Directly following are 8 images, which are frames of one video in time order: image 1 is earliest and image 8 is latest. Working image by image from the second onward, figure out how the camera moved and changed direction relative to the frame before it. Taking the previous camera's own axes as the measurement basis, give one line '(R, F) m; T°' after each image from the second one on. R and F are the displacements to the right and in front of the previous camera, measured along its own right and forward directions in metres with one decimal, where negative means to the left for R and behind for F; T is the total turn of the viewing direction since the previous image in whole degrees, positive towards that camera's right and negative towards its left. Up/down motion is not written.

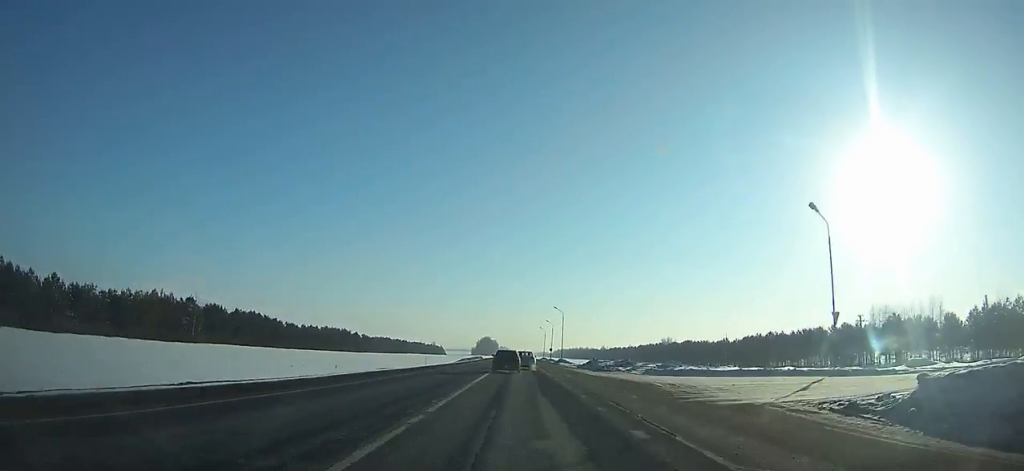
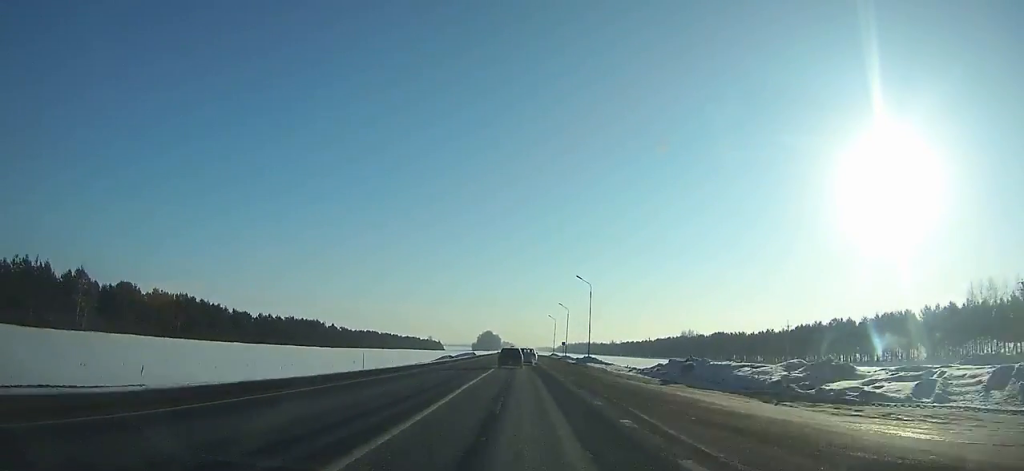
(0.0, +35.4) m; 0°
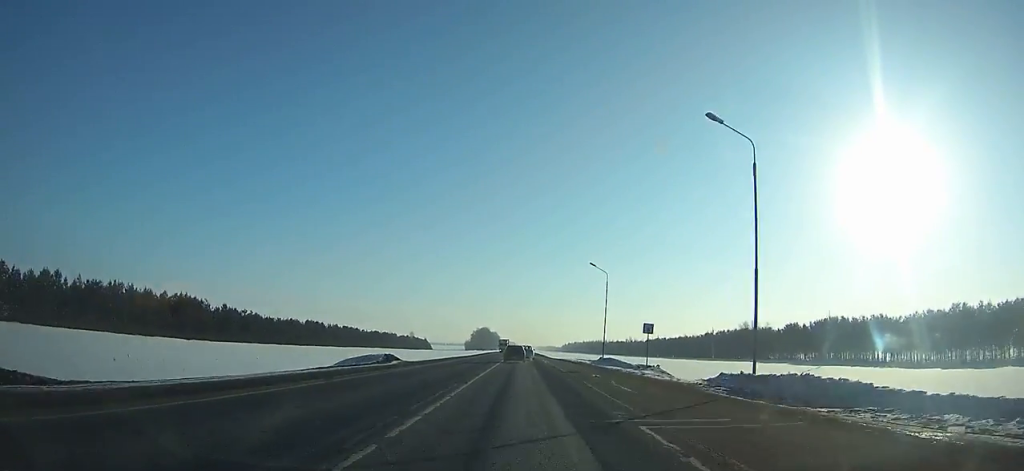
(-0.1, +79.2) m; 0°
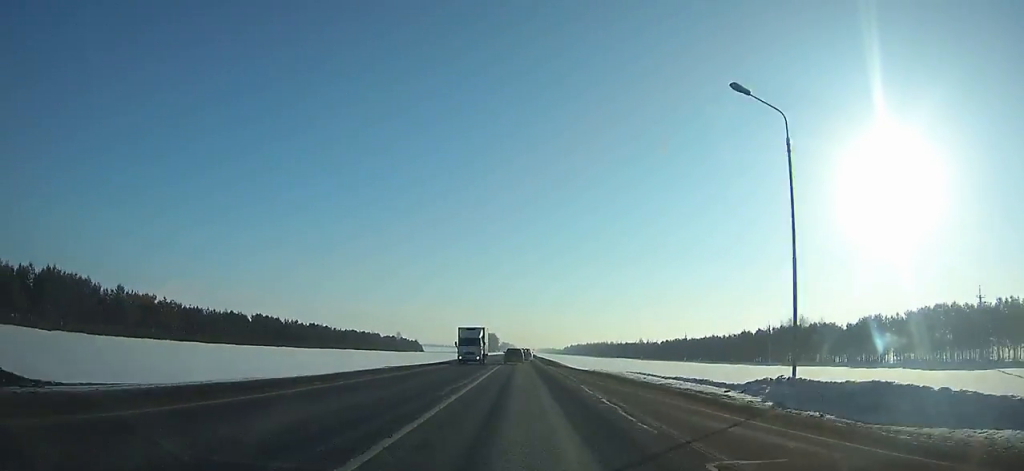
(0.0, +38.1) m; 0°
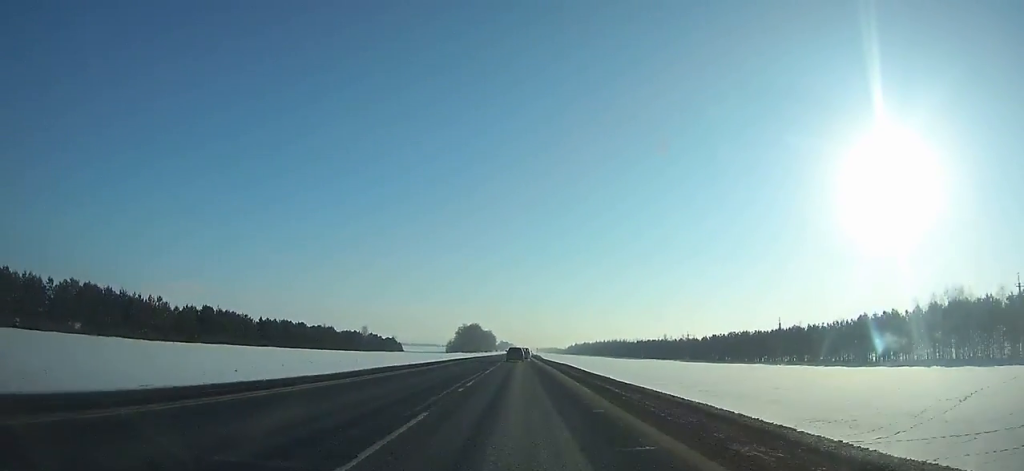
(0.0, +70.7) m; 0°
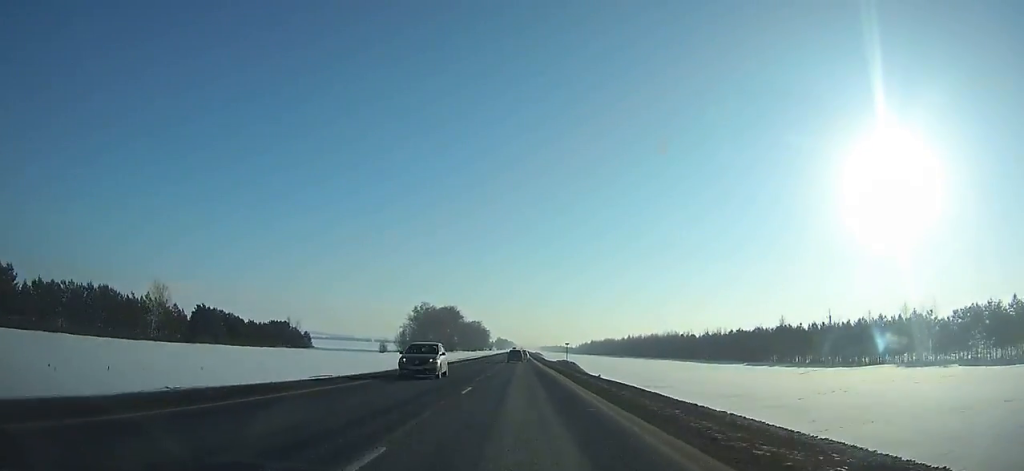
(+0.5, +151.9) m; 0°
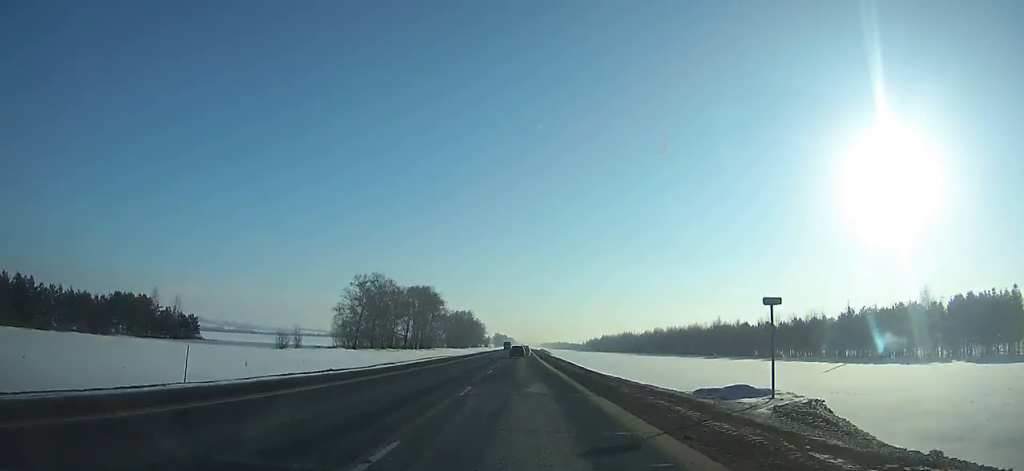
(-0.2, +71.4) m; 0°
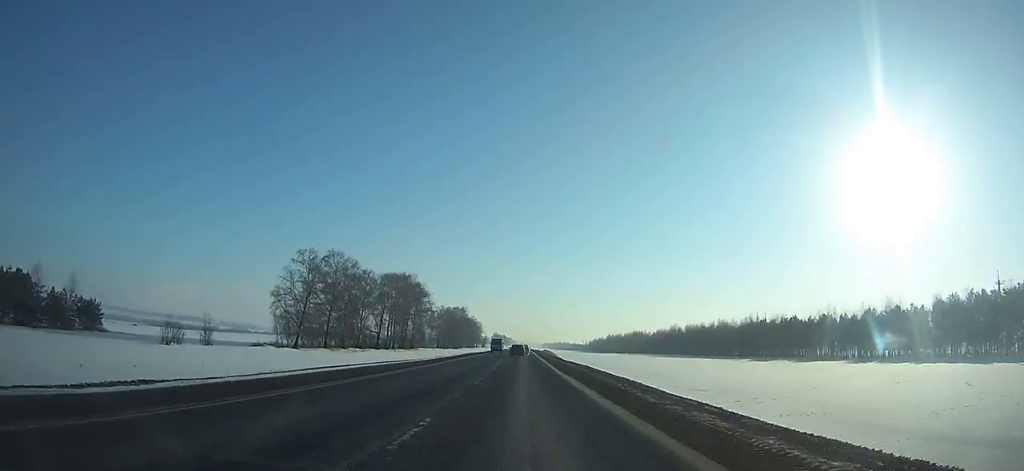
(0.0, +32.8) m; 0°
